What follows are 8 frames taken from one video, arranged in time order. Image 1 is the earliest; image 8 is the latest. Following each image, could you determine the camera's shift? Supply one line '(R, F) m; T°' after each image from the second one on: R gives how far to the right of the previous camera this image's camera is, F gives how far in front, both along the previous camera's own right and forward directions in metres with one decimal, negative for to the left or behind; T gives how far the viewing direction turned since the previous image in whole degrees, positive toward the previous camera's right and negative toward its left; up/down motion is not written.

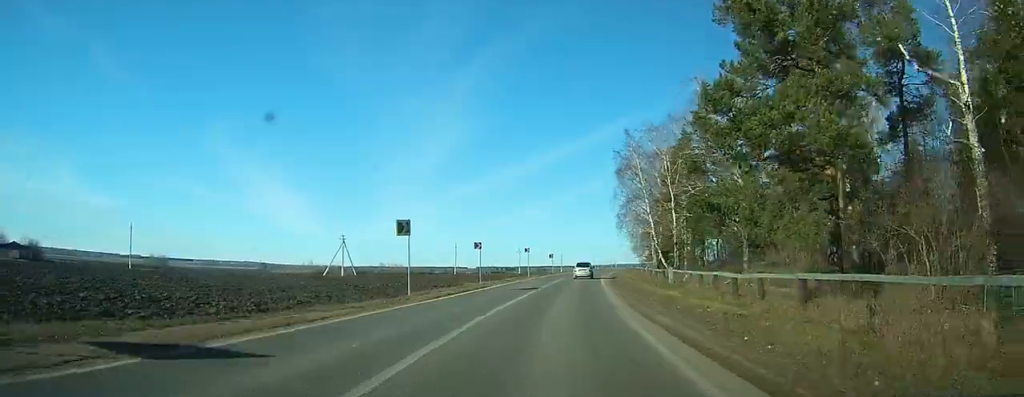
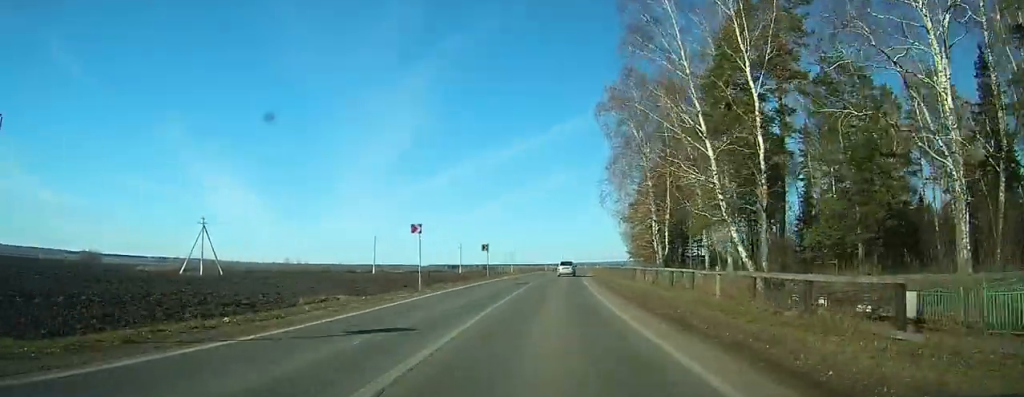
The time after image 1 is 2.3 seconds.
(-0.7, +42.3) m; 0°
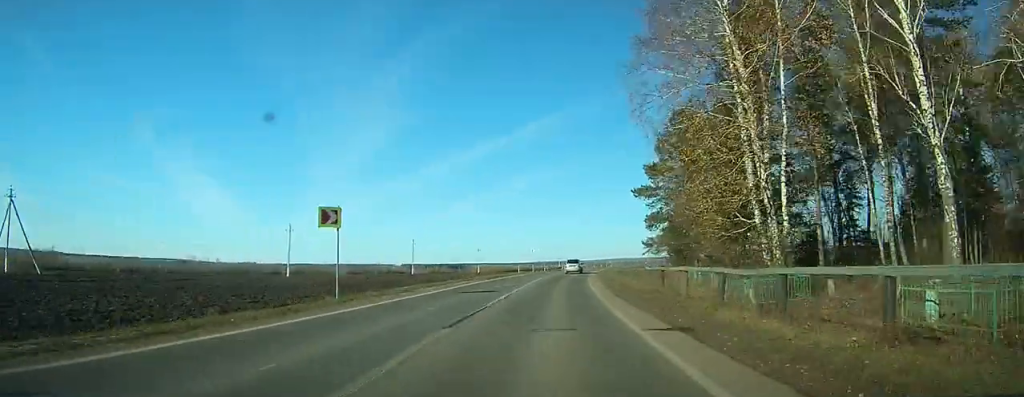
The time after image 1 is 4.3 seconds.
(+0.9, +35.5) m; +2°
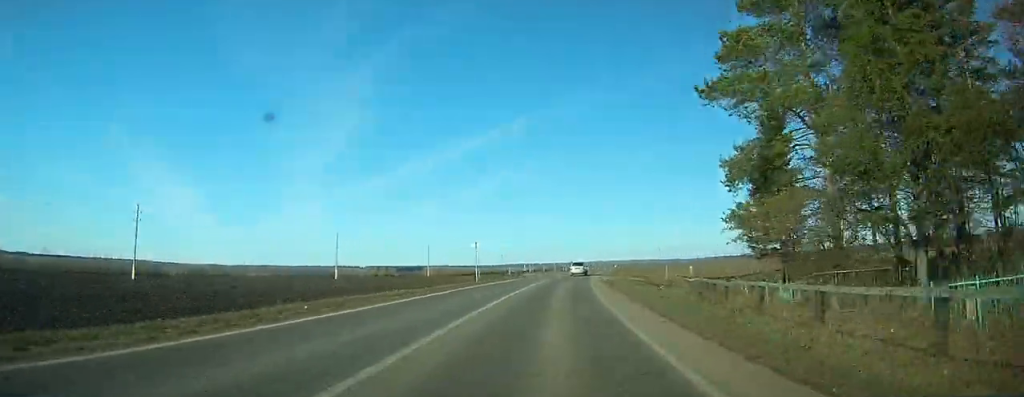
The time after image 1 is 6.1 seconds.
(+0.4, +33.3) m; +2°
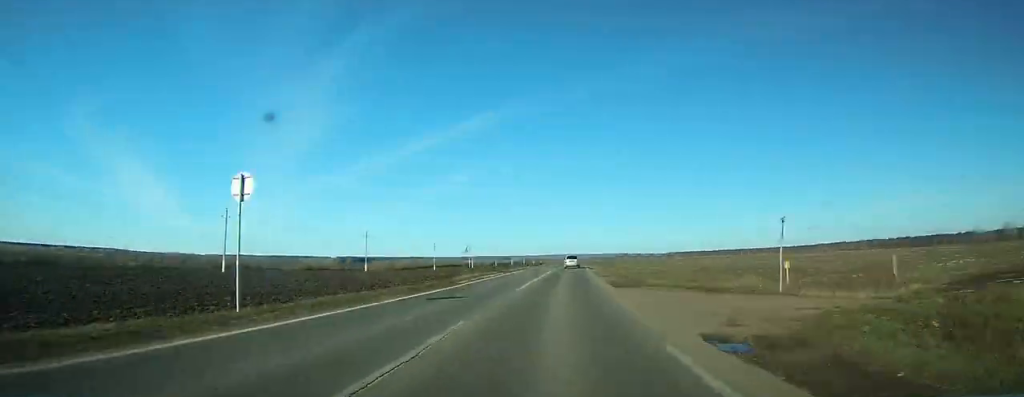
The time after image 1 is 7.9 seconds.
(+0.7, +29.6) m; +3°
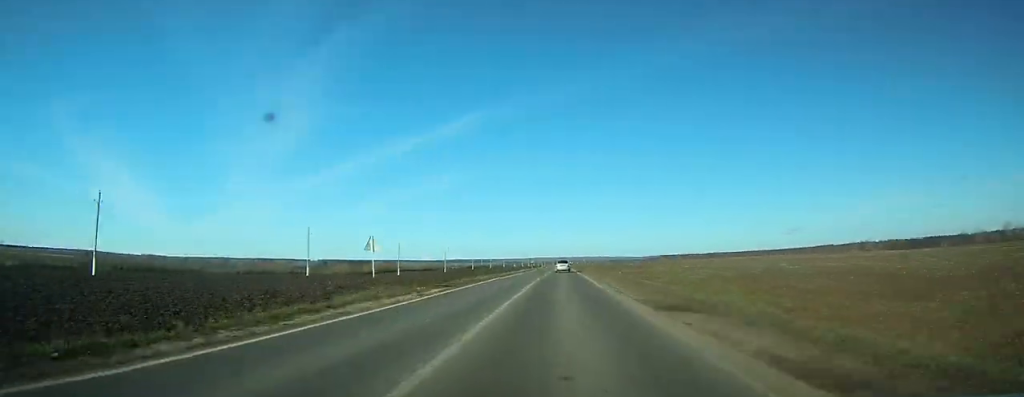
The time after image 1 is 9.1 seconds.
(+0.4, +21.7) m; +2°
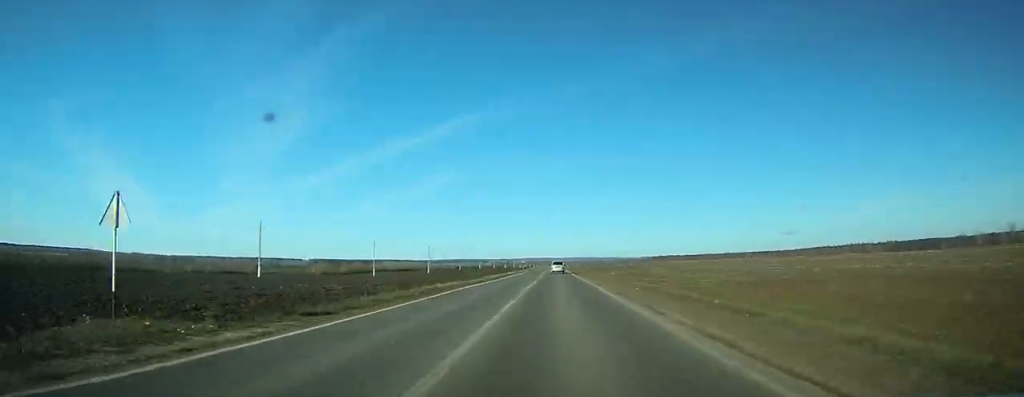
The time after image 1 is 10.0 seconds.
(+0.4, +15.5) m; +1°
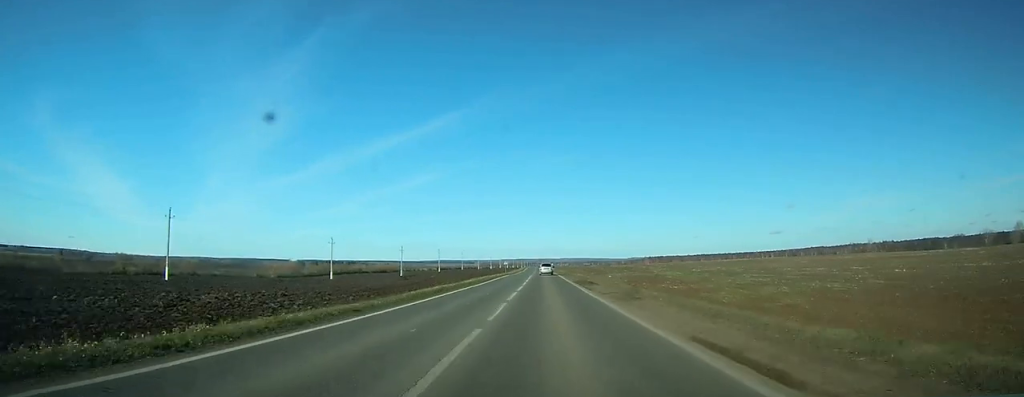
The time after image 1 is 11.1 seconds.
(+0.3, +20.9) m; +1°
